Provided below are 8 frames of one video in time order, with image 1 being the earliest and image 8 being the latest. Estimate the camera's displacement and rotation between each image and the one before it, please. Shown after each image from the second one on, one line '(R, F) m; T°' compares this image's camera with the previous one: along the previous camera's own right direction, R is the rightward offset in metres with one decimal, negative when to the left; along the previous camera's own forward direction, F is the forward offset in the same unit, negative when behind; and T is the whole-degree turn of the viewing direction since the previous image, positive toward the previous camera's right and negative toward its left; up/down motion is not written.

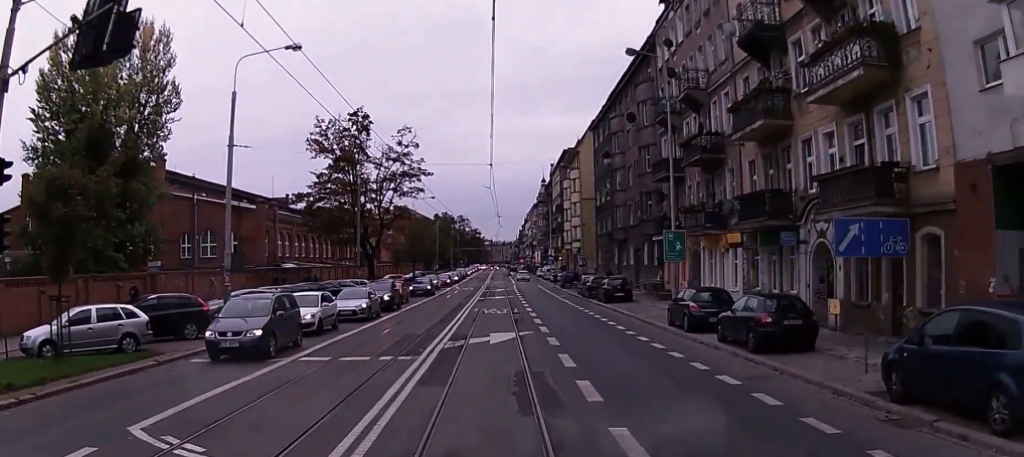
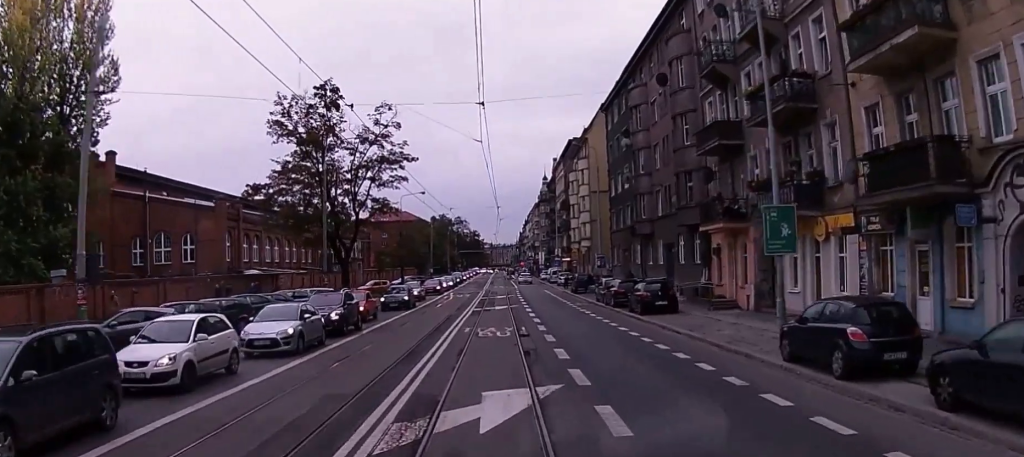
(0.0, +10.3) m; 0°
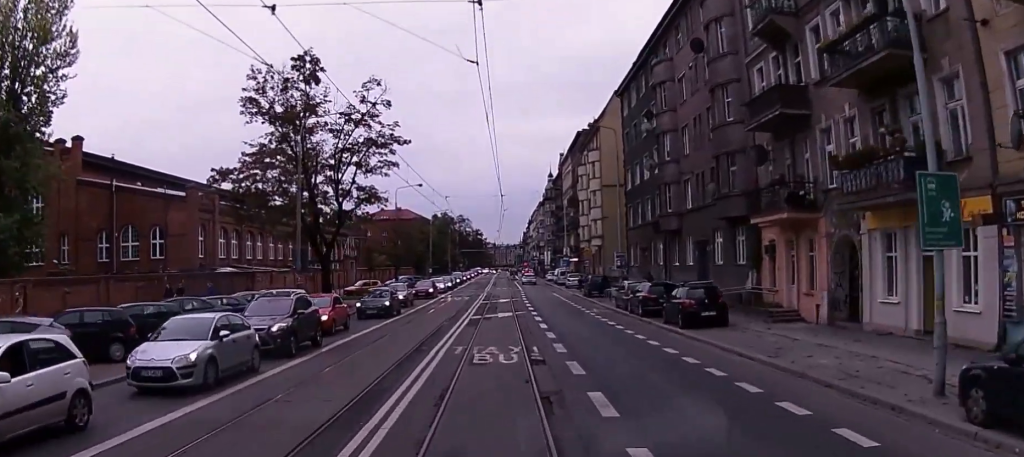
(0.0, +6.4) m; 0°
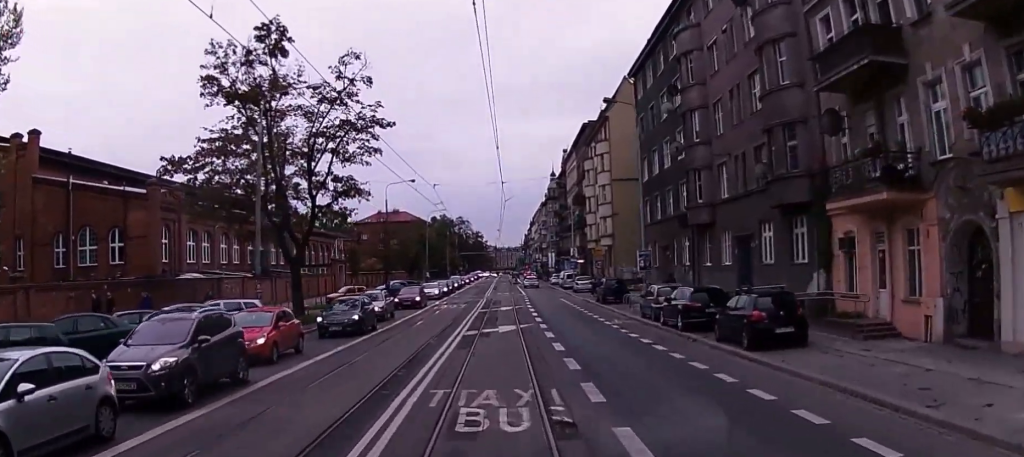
(0.0, +6.5) m; 0°
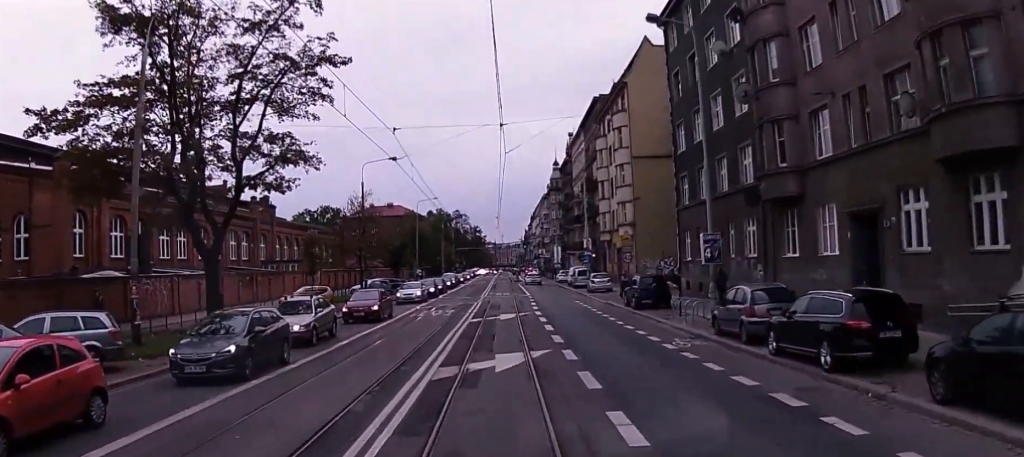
(0.0, +11.1) m; 0°
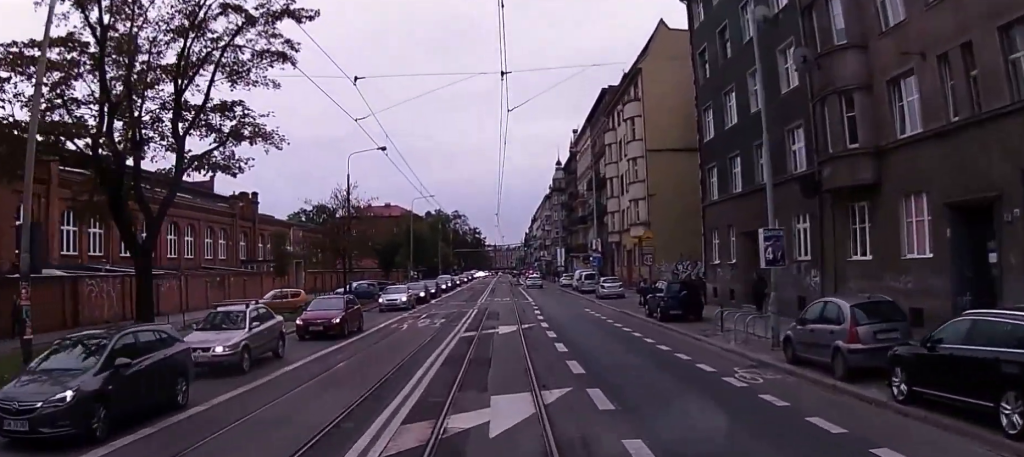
(0.0, +5.5) m; 0°
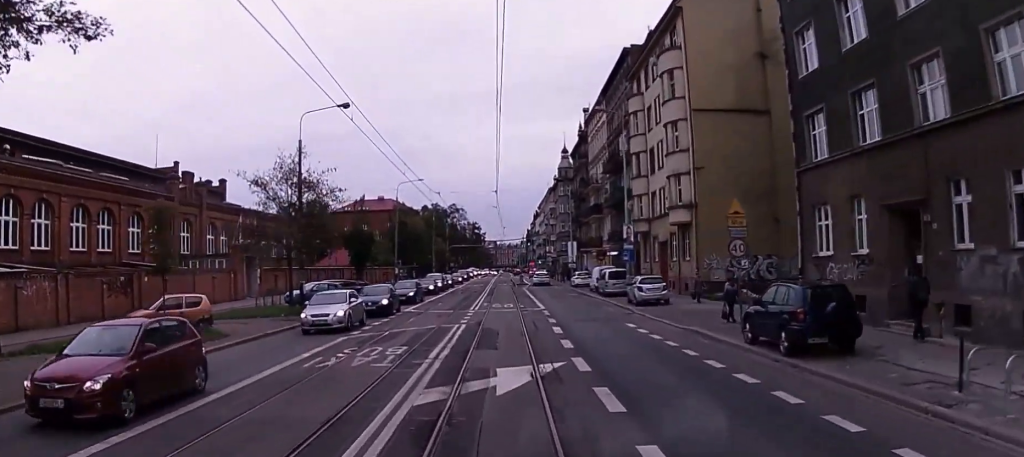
(0.0, +12.7) m; 0°
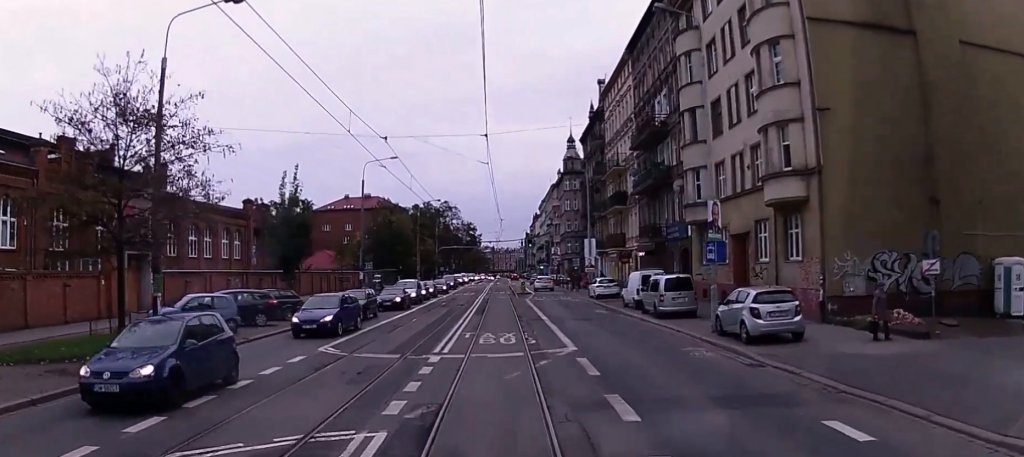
(-0.2, +16.6) m; -2°
